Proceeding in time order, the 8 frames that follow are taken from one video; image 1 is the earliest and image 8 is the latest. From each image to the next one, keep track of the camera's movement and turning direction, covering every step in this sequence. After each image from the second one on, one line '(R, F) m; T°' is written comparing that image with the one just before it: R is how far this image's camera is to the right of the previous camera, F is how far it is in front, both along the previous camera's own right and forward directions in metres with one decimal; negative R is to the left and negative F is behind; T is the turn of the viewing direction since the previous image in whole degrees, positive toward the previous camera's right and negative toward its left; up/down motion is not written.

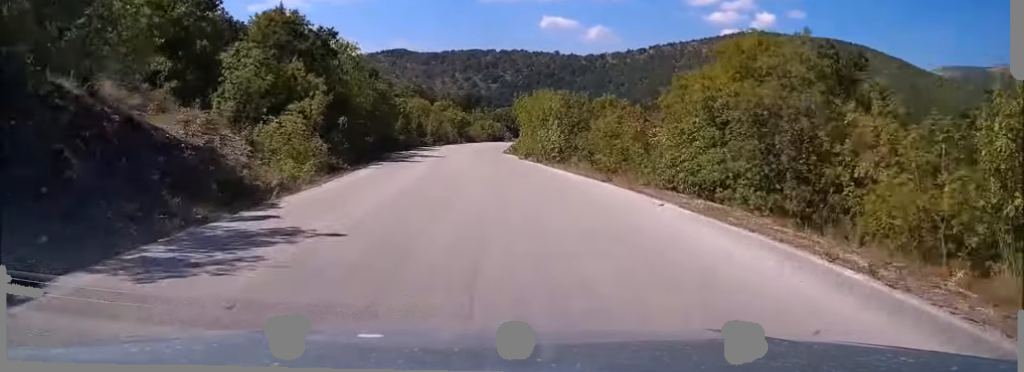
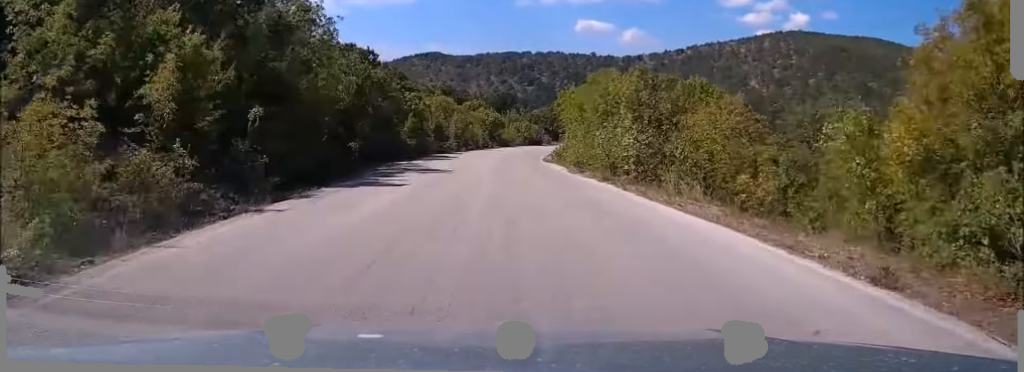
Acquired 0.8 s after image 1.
(-0.3, +14.6) m; -3°
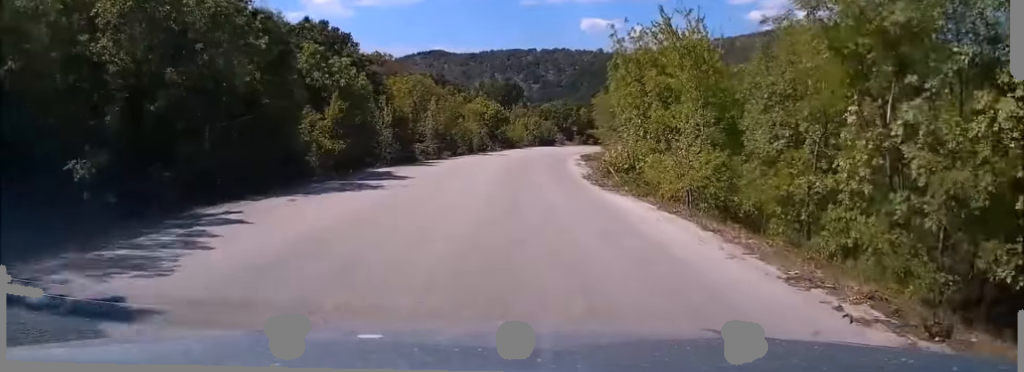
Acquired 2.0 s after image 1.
(-0.7, +23.4) m; -1°
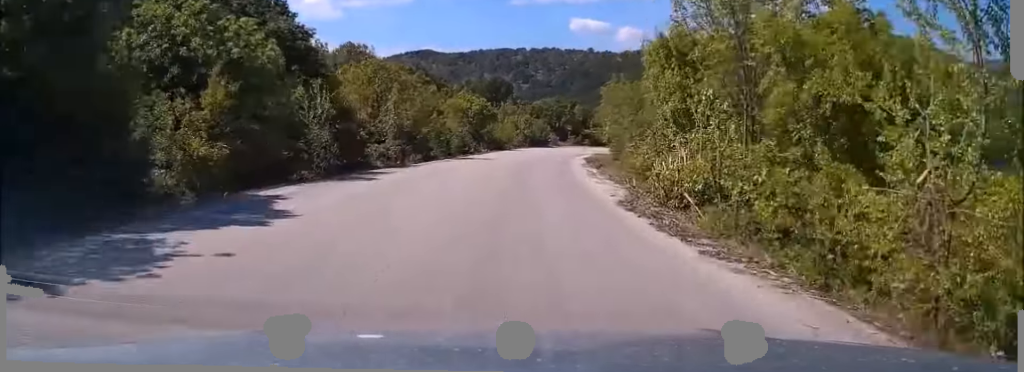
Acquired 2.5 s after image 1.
(-0.1, +10.6) m; +1°
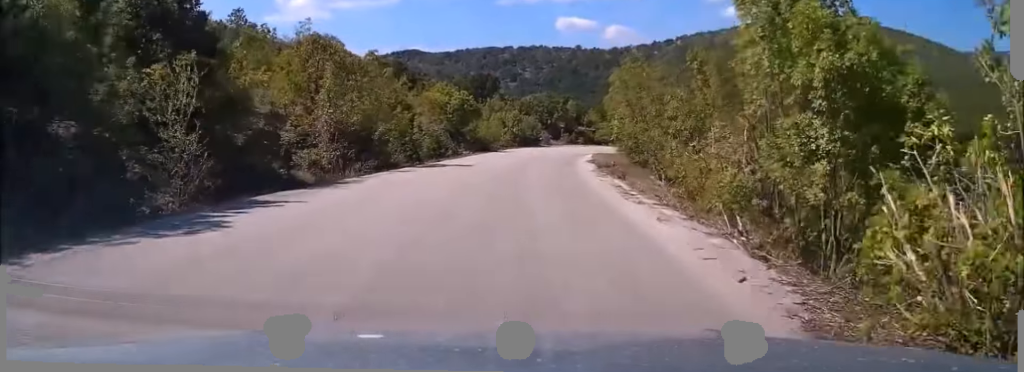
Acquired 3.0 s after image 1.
(+0.1, +10.0) m; +1°
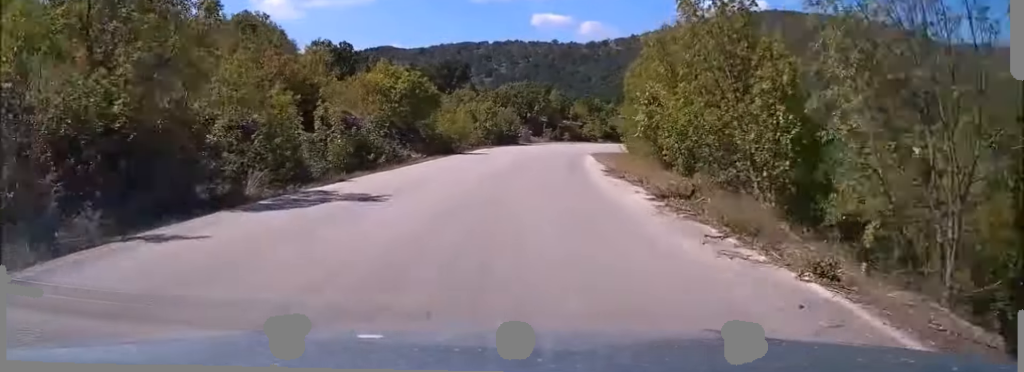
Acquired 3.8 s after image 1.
(+0.3, +15.4) m; +2°
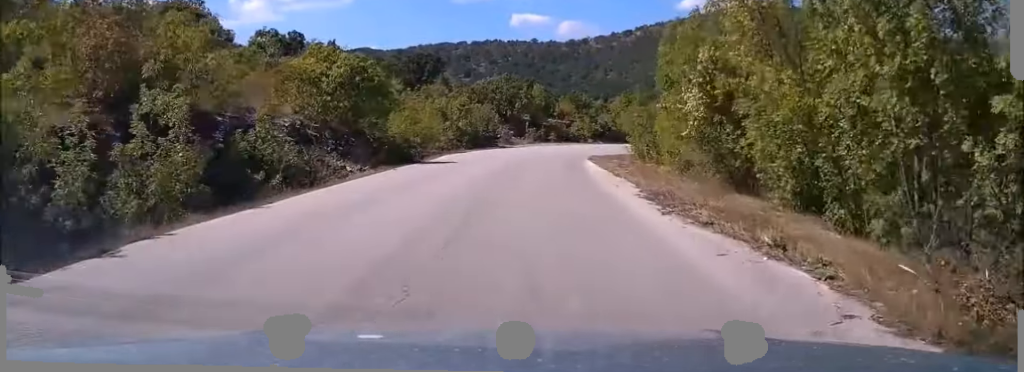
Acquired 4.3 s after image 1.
(+0.2, +11.3) m; +1°
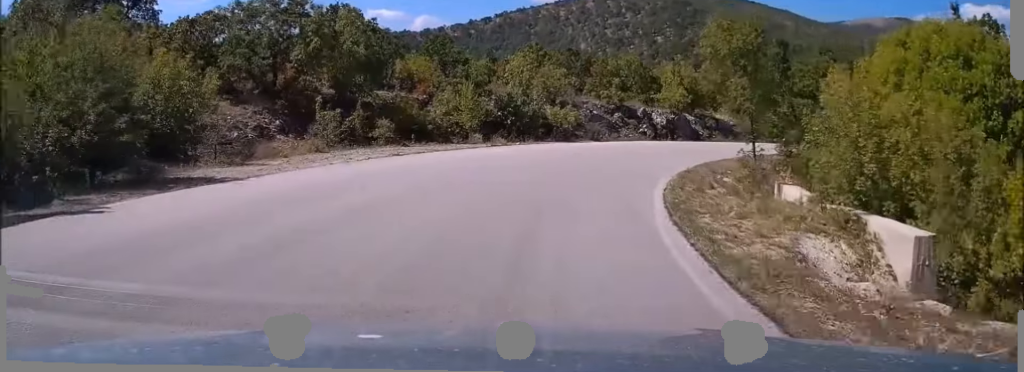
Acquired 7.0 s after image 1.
(+4.3, +48.4) m; +16°
